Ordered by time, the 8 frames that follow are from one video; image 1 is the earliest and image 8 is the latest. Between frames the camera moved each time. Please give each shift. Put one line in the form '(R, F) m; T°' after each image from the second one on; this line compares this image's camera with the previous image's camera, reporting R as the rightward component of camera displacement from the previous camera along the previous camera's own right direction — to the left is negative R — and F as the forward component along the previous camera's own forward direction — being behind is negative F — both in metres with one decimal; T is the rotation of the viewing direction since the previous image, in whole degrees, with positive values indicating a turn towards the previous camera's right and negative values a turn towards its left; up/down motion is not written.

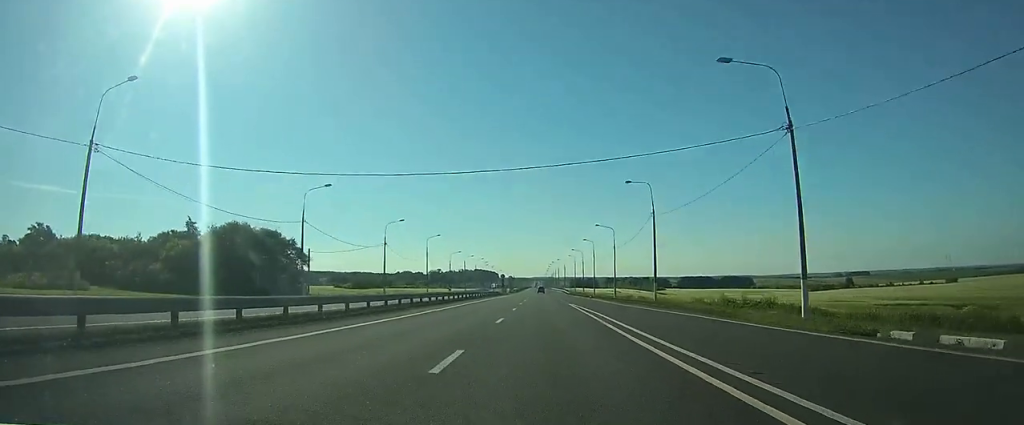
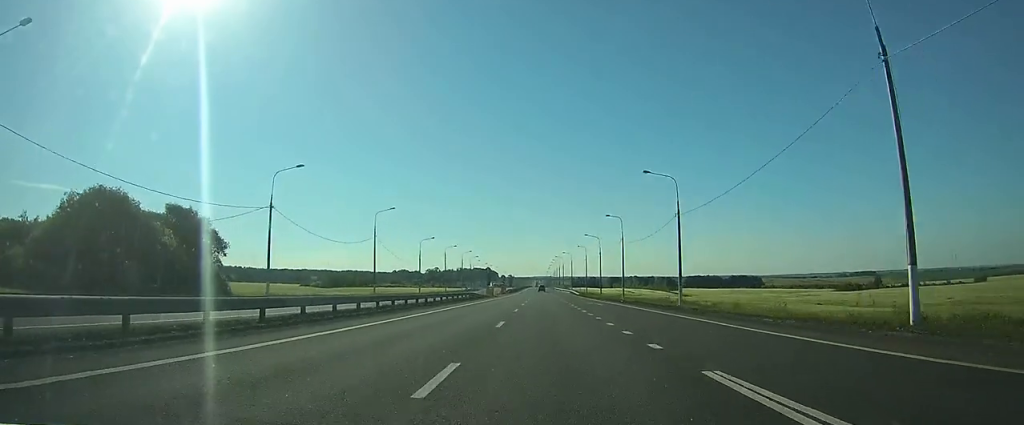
(0.0, +37.6) m; 0°
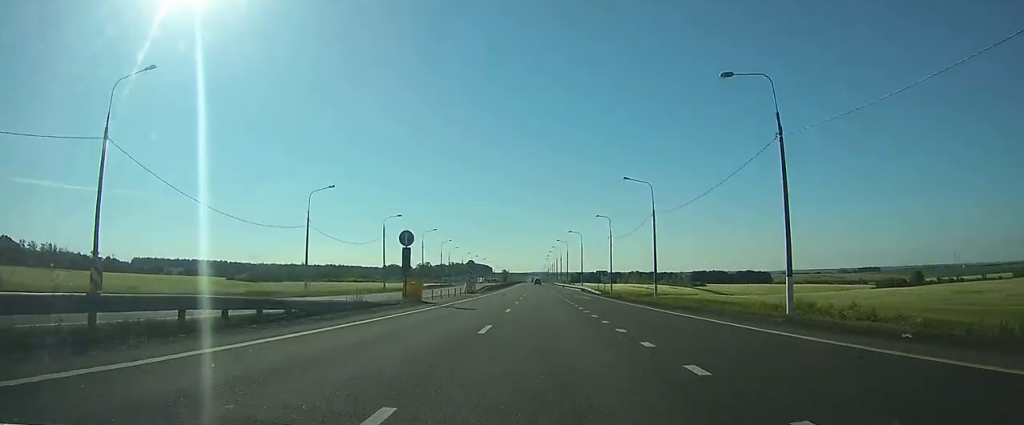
(-0.3, +51.0) m; 0°
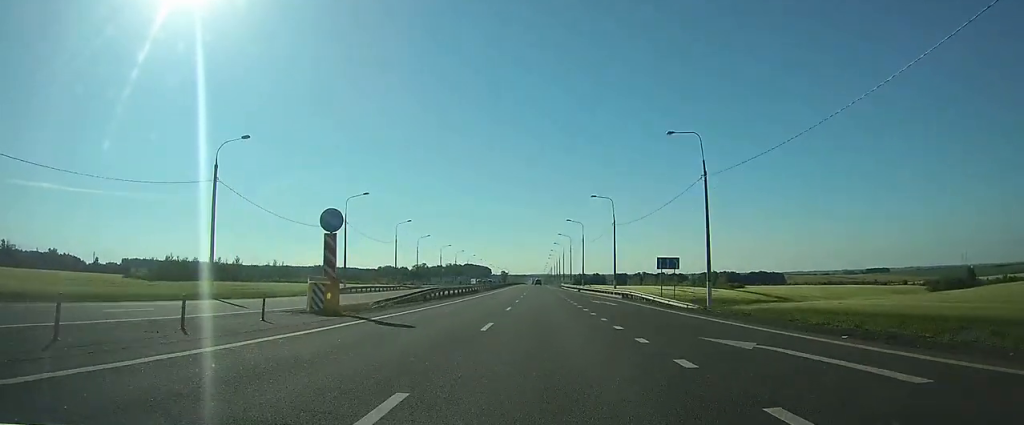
(0.0, +46.5) m; 0°
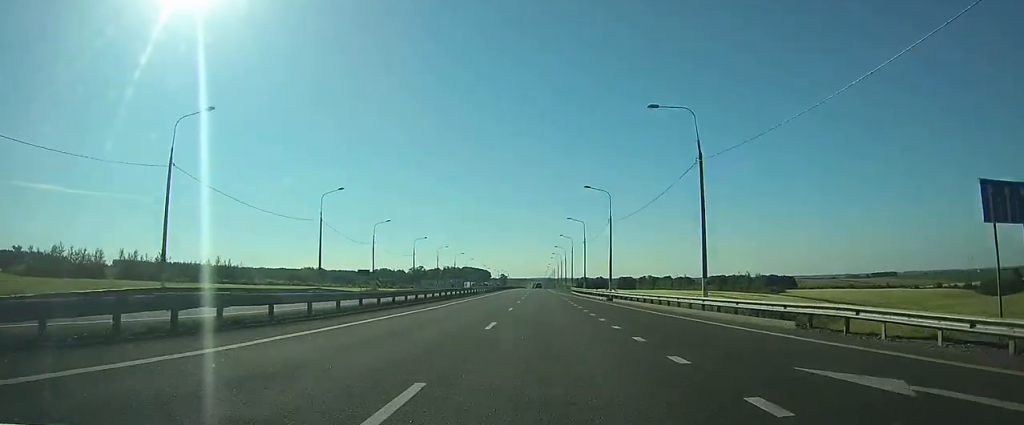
(0.0, +34.9) m; 0°
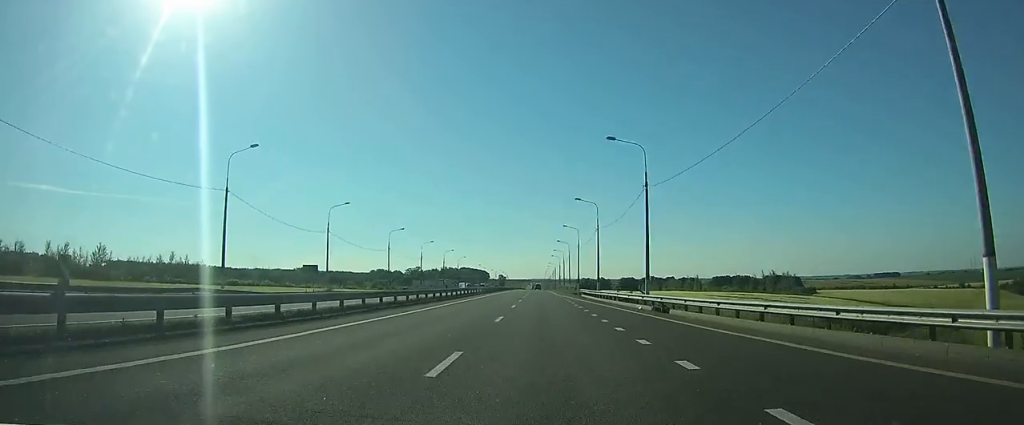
(+0.1, +20.4) m; 0°
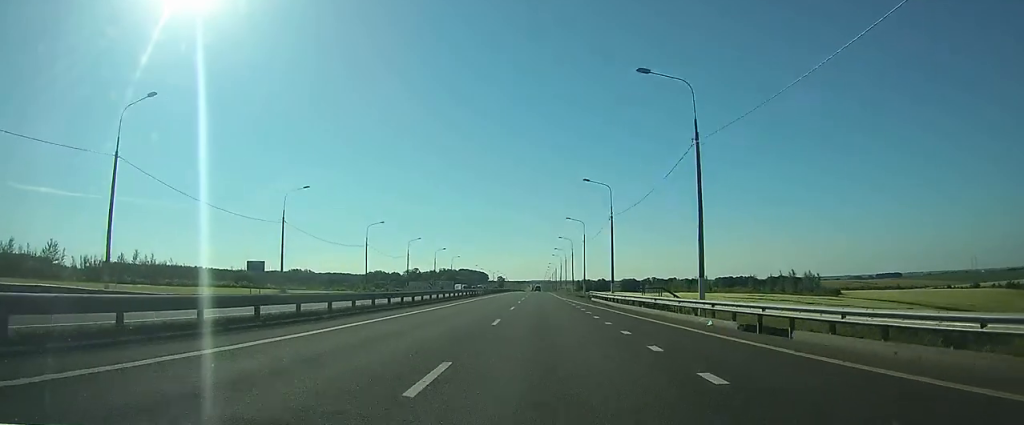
(0.0, +13.2) m; 0°
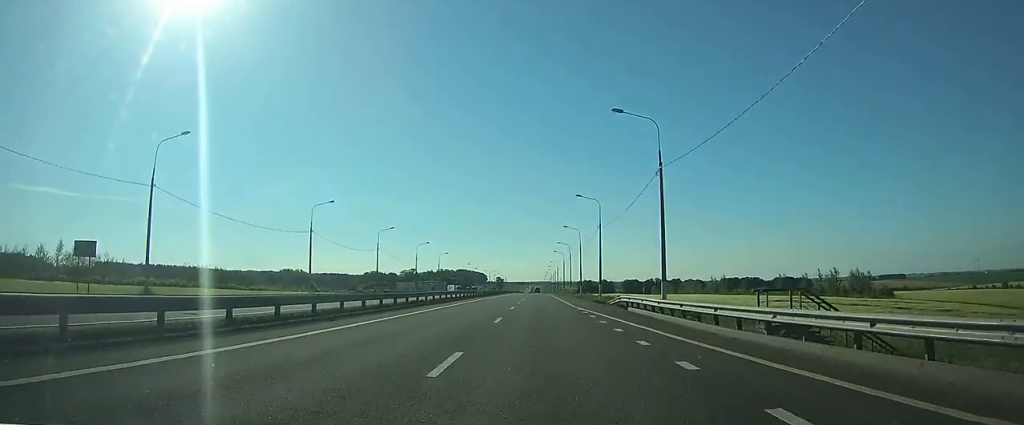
(0.0, +22.3) m; 0°
